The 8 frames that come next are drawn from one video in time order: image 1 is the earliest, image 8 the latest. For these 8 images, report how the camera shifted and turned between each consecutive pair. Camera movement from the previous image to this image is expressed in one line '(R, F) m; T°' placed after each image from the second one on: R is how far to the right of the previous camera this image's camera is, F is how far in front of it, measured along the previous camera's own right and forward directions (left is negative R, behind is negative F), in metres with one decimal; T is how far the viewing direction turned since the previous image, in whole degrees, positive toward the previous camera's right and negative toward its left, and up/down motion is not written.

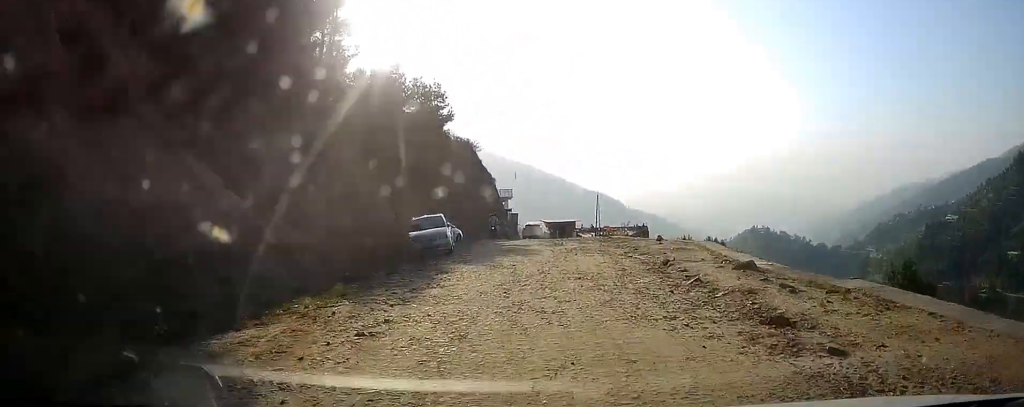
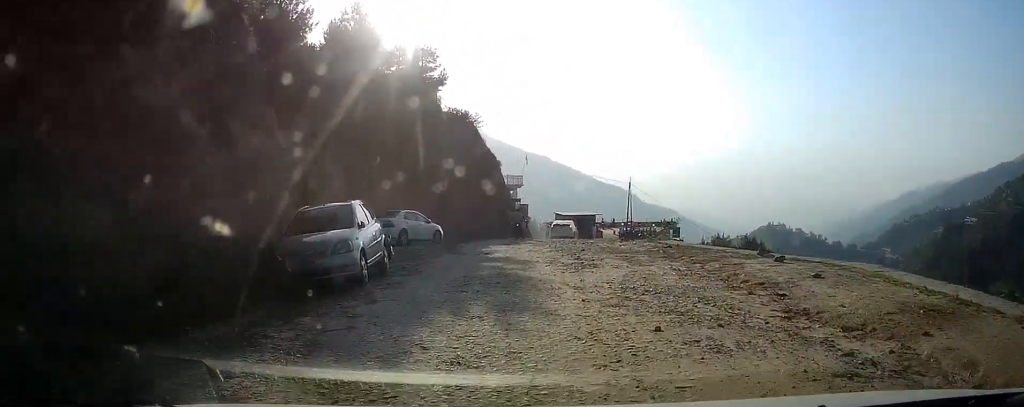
(0.0, +11.6) m; -7°
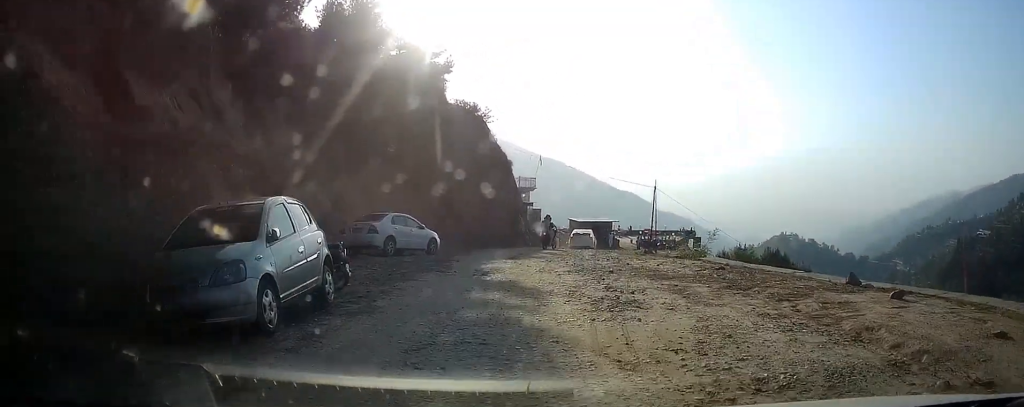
(-0.2, +4.3) m; -4°
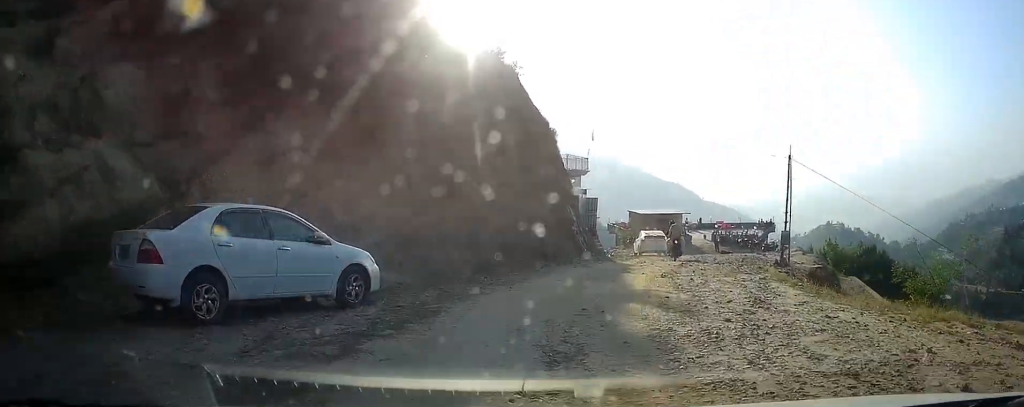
(-0.5, +14.8) m; +2°
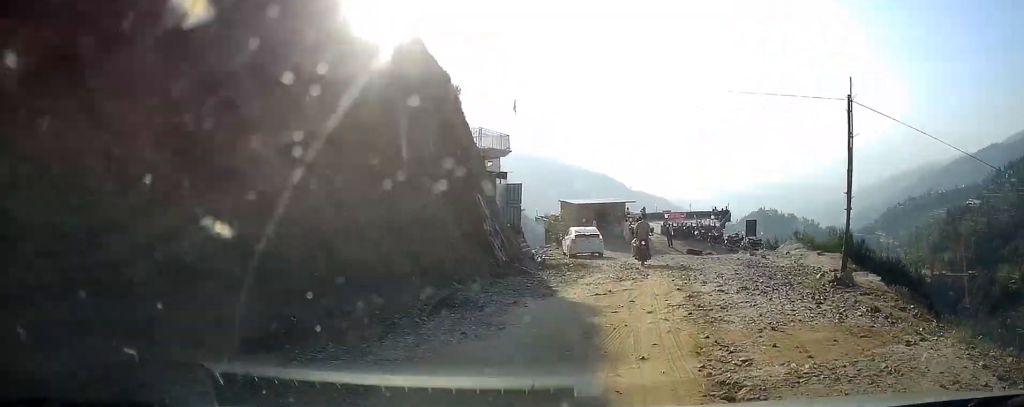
(+0.4, +9.5) m; +6°
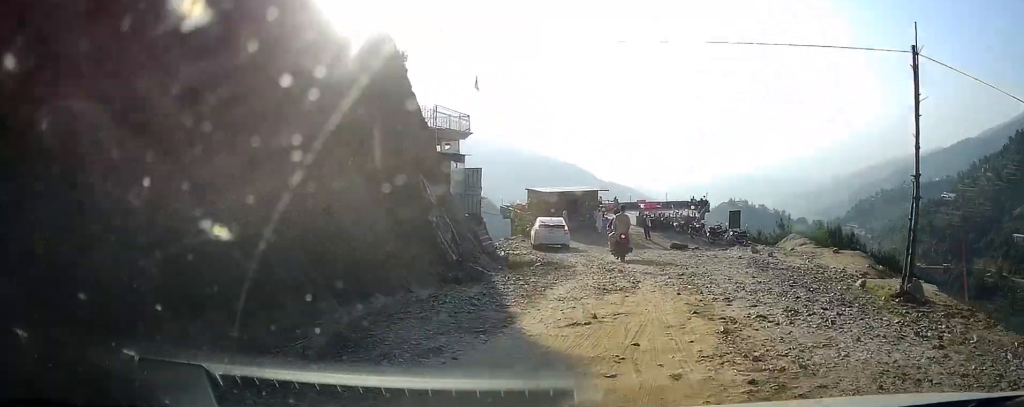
(0.0, +3.6) m; +3°
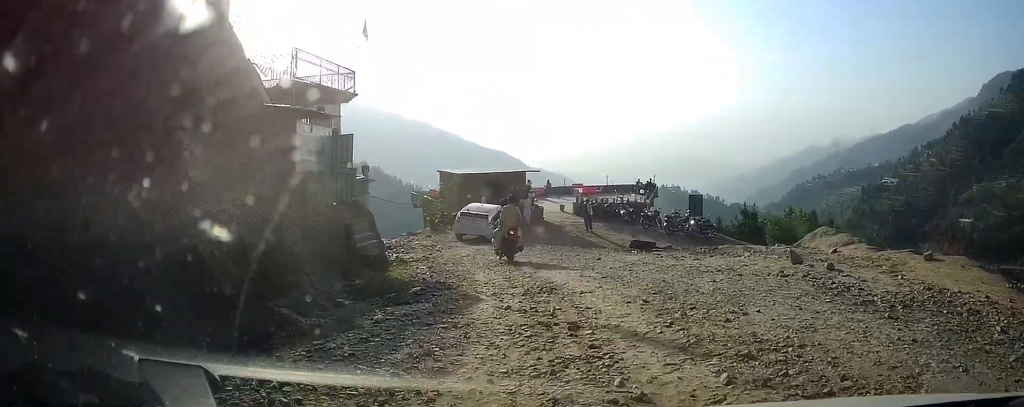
(+0.6, +7.9) m; +6°
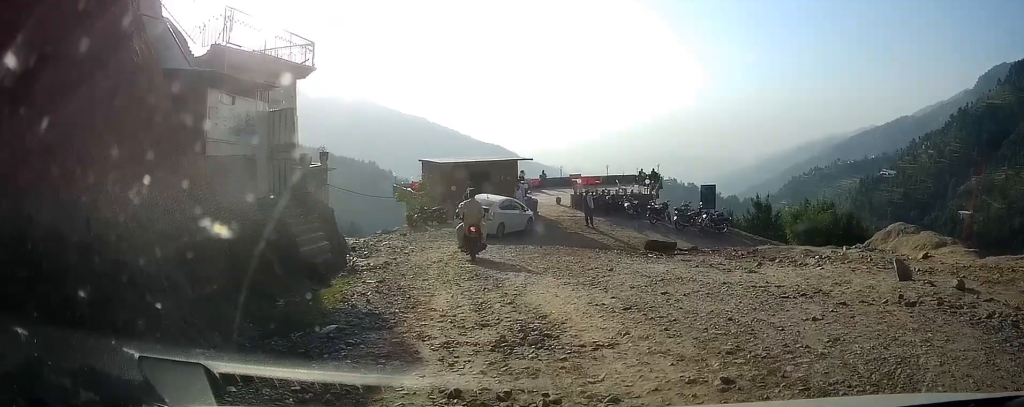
(+0.2, +3.8) m; 0°
